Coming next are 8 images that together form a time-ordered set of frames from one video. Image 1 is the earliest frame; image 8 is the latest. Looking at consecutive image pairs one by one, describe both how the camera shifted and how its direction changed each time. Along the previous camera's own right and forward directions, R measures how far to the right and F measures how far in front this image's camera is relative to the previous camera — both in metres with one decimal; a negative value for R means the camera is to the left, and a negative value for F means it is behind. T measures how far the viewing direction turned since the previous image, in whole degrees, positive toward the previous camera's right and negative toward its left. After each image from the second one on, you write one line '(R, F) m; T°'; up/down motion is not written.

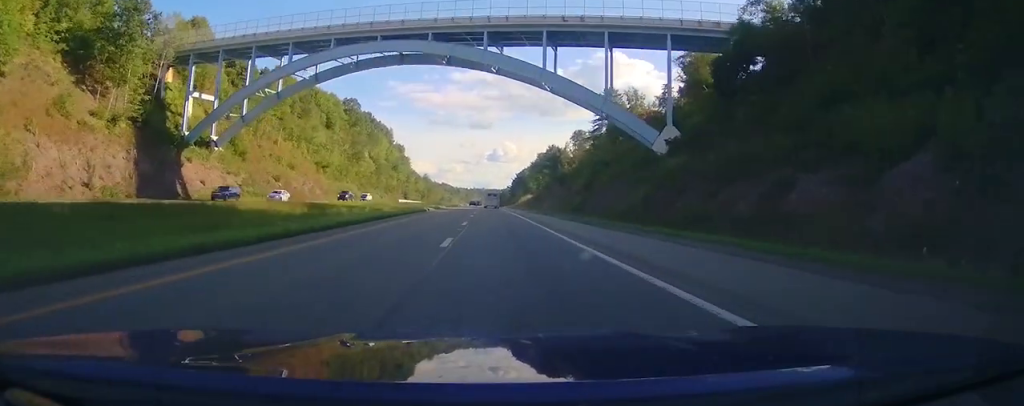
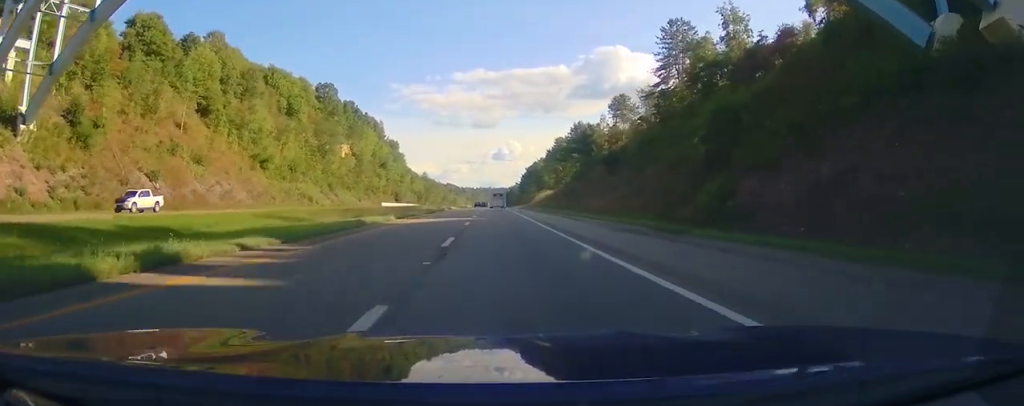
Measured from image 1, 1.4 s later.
(-1.0, +48.8) m; -1°
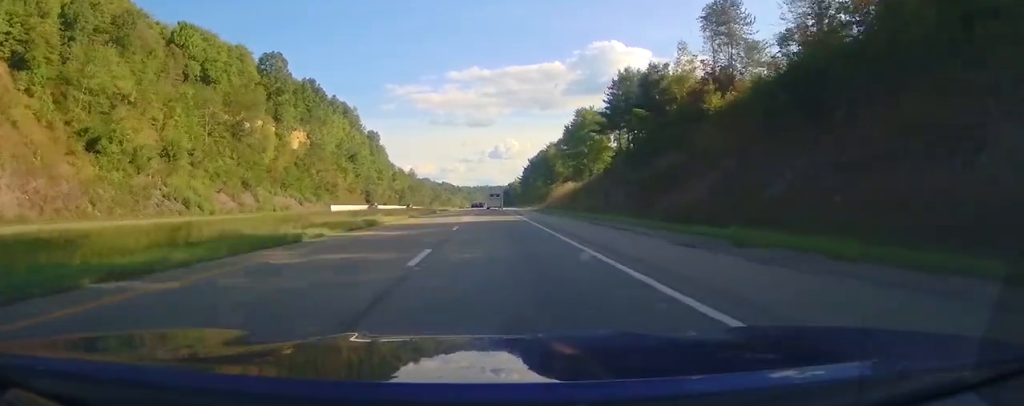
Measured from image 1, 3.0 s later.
(0.0, +54.6) m; 0°
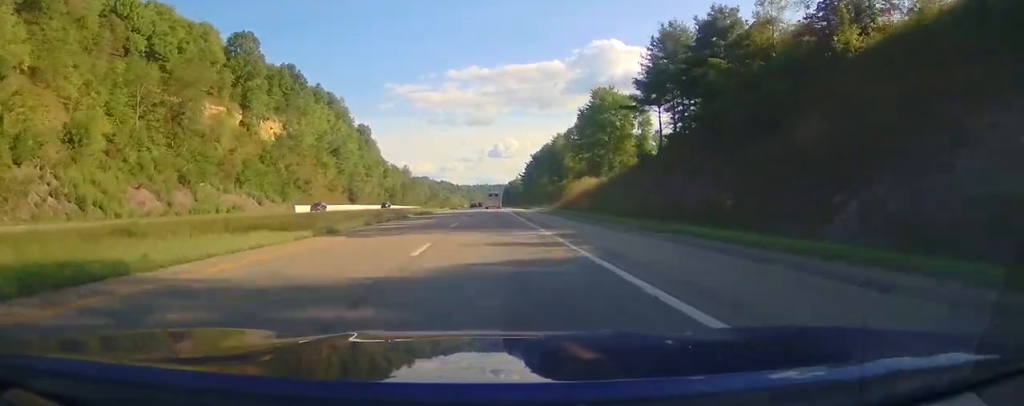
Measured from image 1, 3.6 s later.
(0.0, +23.2) m; 0°
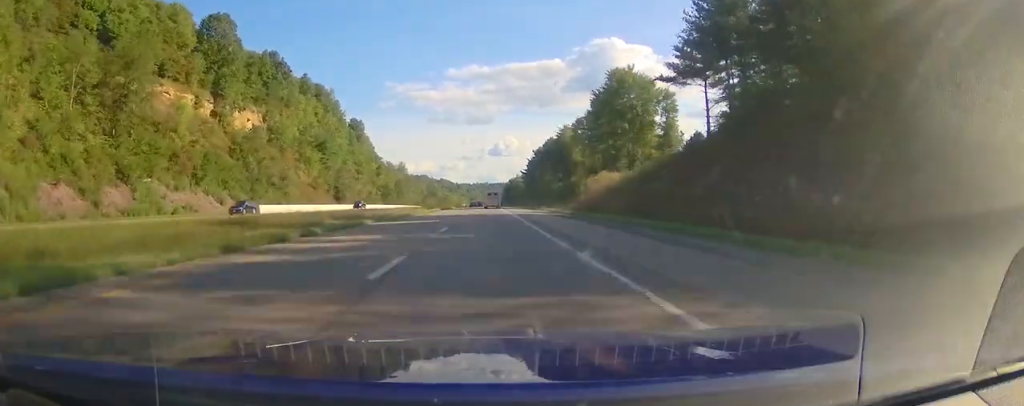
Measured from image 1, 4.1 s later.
(0.0, +16.3) m; 0°
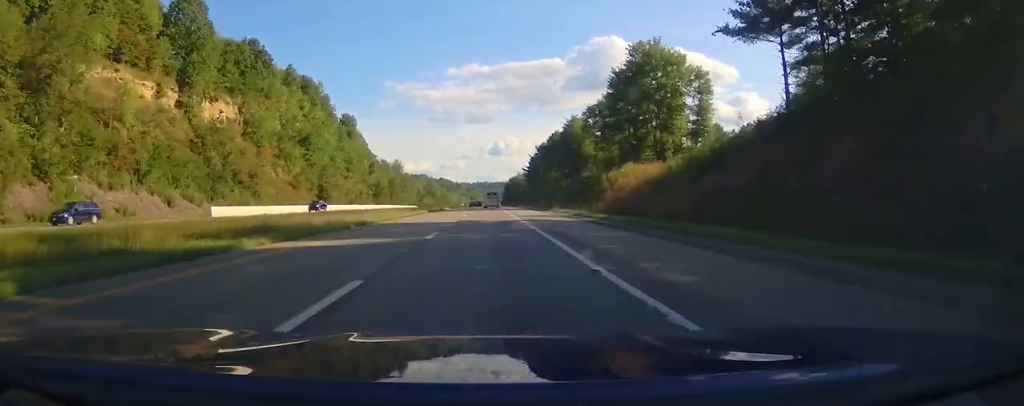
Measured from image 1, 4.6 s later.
(0.0, +16.3) m; 0°
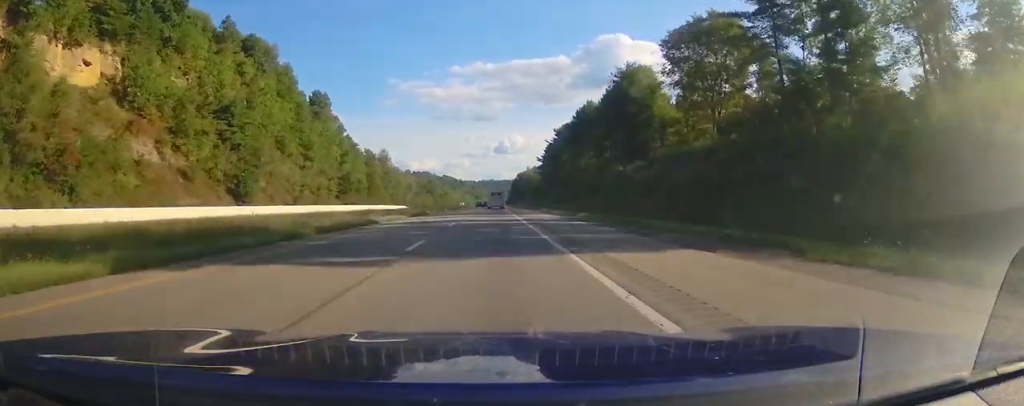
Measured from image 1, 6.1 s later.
(0.0, +54.4) m; 0°
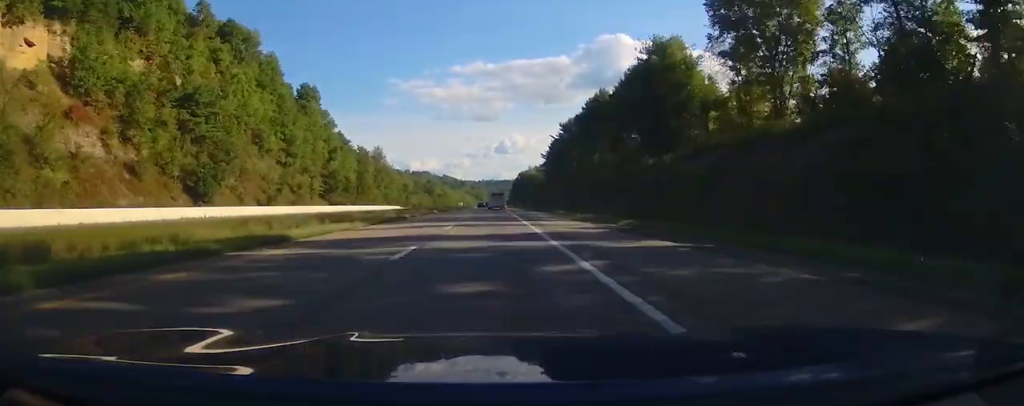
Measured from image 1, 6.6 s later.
(0.0, +14.9) m; 0°
